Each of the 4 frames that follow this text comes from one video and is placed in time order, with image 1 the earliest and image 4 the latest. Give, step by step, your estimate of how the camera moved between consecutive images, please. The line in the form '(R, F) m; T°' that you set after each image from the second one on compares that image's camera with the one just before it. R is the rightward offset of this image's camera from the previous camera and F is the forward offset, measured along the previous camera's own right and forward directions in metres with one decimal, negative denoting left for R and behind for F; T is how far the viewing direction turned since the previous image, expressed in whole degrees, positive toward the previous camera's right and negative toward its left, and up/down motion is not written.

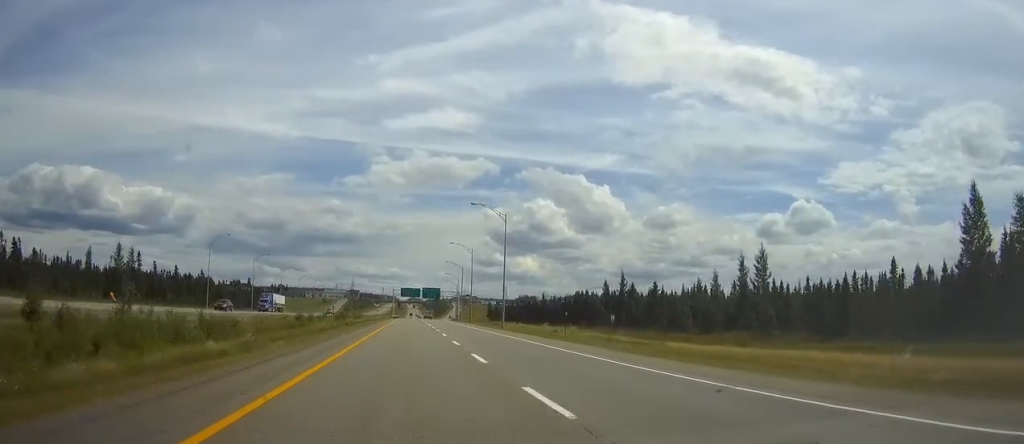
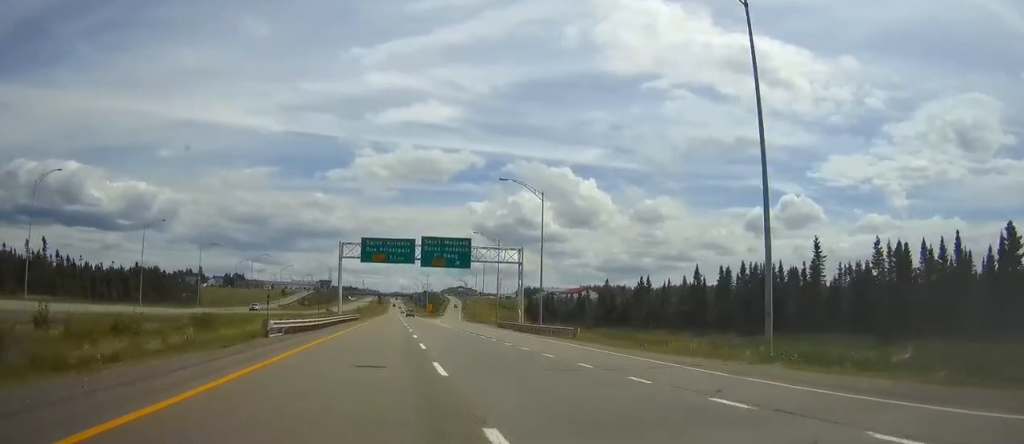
(+0.6, +136.2) m; +1°
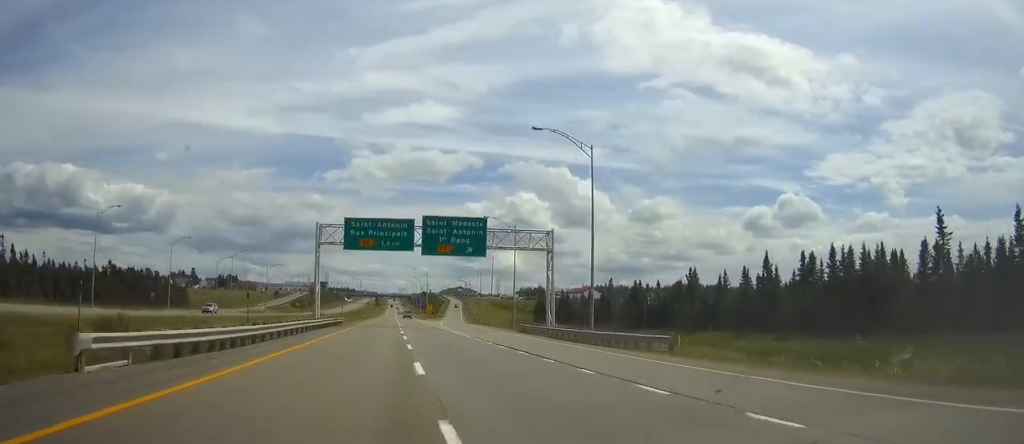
(+0.1, +17.4) m; 0°
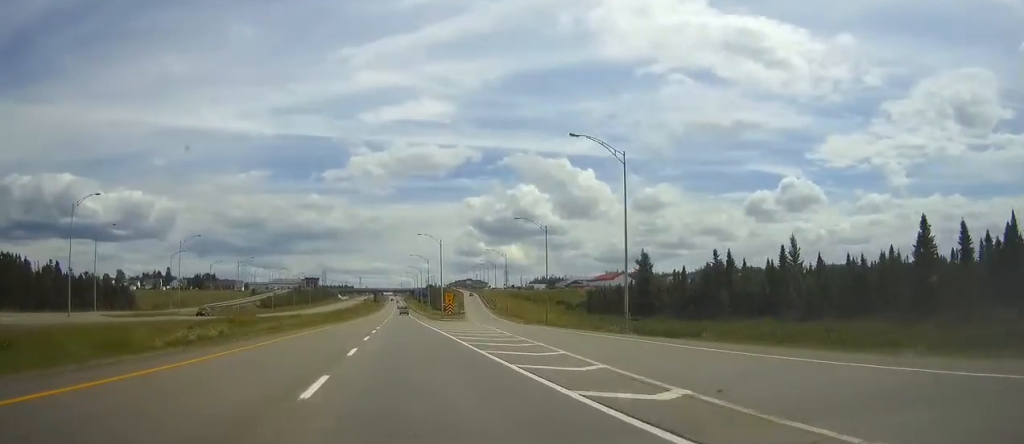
(+0.5, +74.8) m; 0°
